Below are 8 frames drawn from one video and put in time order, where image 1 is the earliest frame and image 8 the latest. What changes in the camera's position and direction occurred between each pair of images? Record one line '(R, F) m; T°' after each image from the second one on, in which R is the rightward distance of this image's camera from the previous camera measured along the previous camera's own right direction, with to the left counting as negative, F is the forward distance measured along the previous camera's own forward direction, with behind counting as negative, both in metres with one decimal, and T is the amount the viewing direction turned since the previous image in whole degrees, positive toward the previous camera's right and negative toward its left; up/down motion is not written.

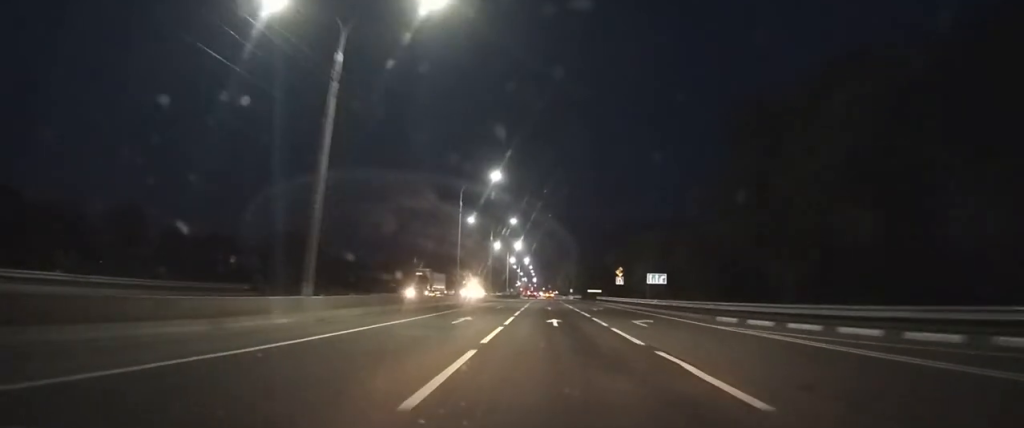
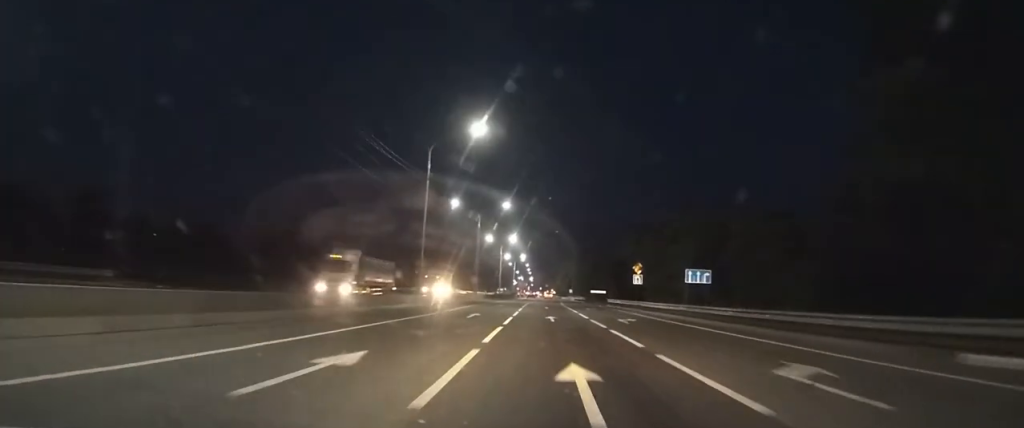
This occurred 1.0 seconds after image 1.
(-0.1, +15.1) m; 0°
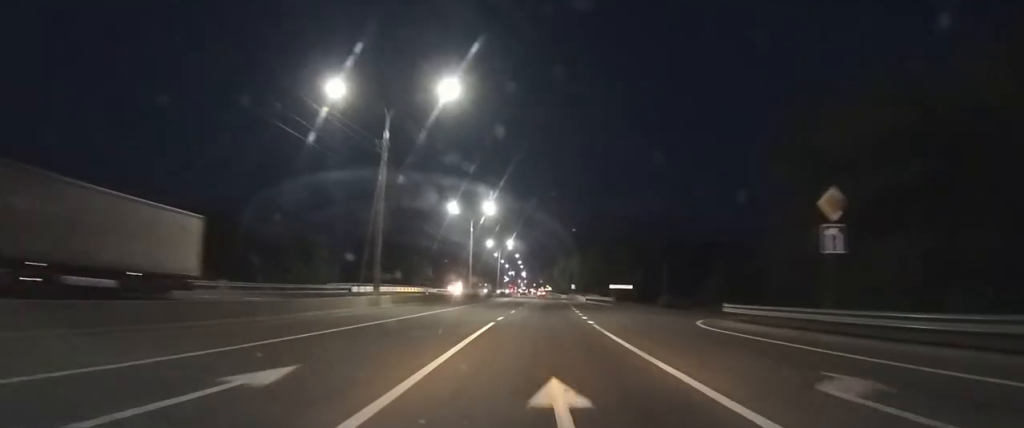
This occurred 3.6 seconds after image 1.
(+0.4, +41.4) m; 0°
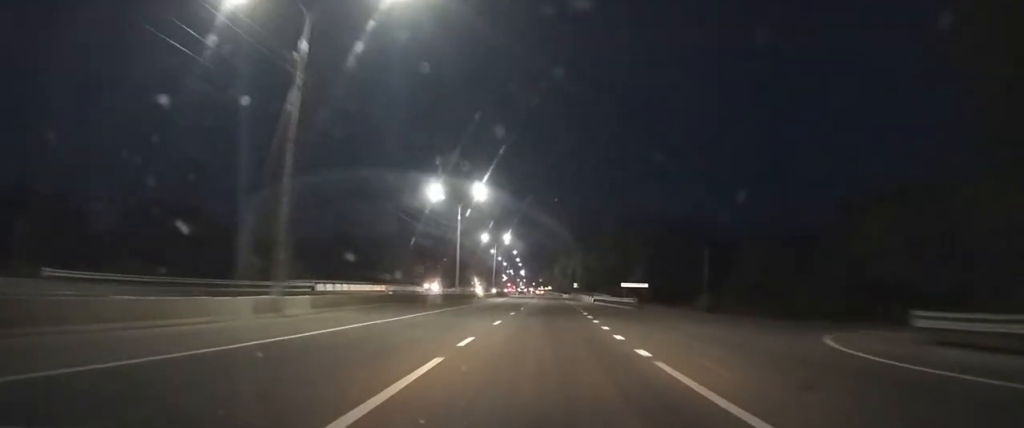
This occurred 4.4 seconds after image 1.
(0.0, +11.8) m; 0°
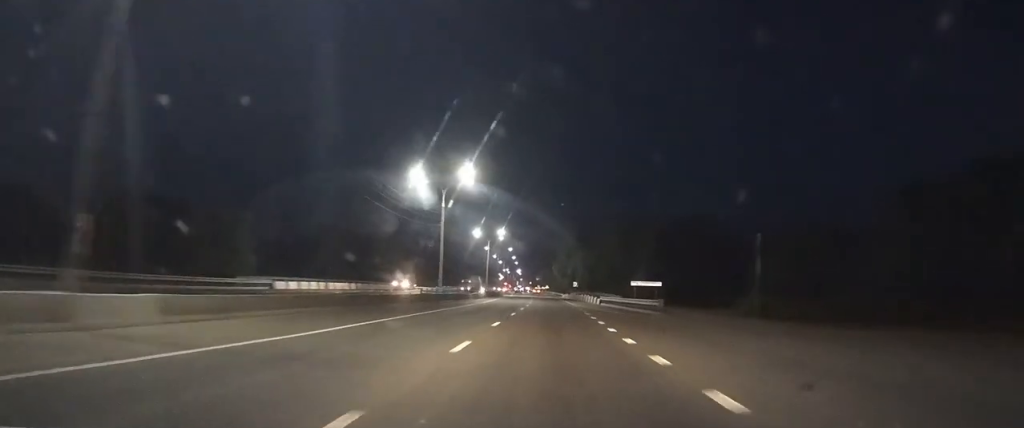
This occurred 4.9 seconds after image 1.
(0.0, +9.3) m; 0°
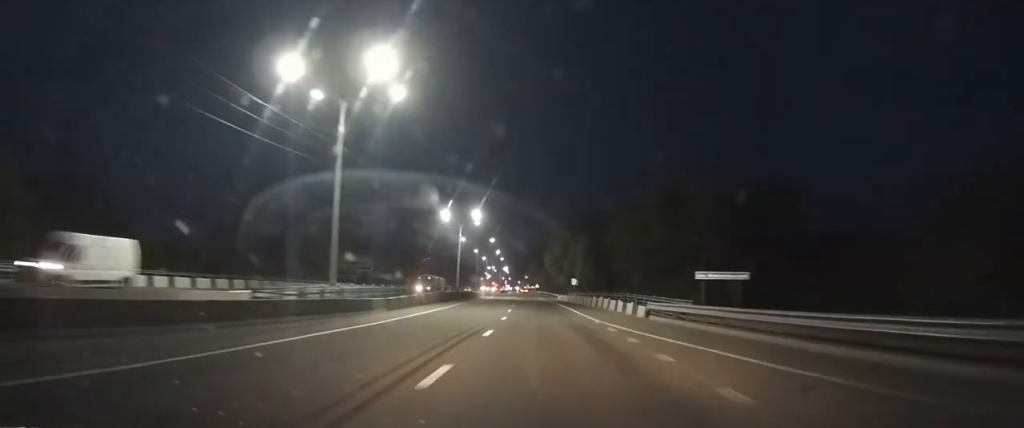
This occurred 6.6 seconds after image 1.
(+0.3, +27.5) m; +1°
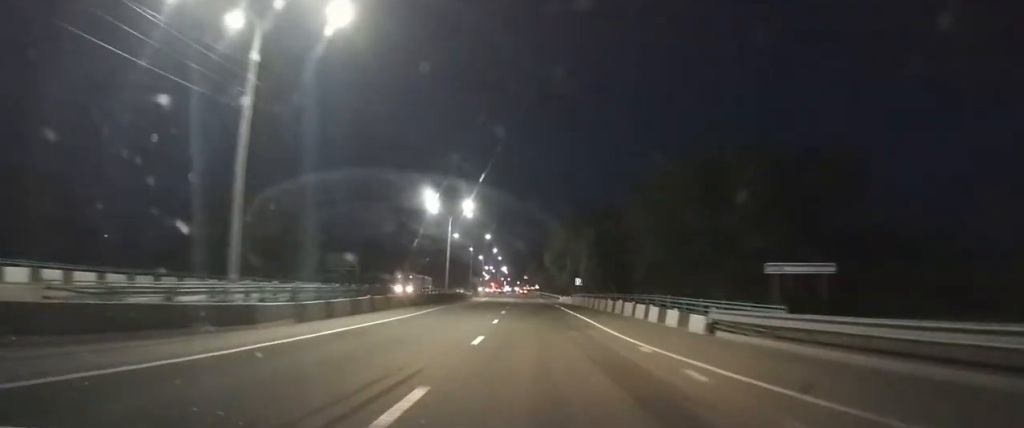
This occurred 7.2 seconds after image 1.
(0.0, +10.0) m; 0°
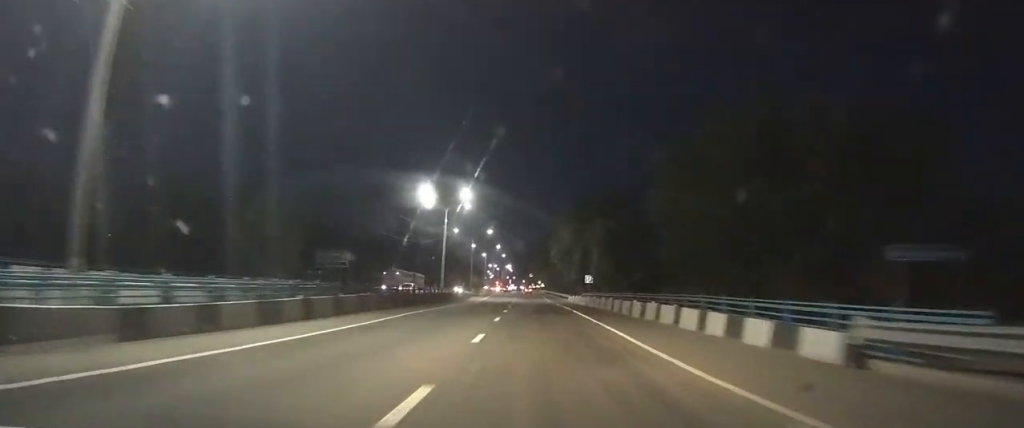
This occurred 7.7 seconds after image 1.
(0.0, +7.9) m; 0°
